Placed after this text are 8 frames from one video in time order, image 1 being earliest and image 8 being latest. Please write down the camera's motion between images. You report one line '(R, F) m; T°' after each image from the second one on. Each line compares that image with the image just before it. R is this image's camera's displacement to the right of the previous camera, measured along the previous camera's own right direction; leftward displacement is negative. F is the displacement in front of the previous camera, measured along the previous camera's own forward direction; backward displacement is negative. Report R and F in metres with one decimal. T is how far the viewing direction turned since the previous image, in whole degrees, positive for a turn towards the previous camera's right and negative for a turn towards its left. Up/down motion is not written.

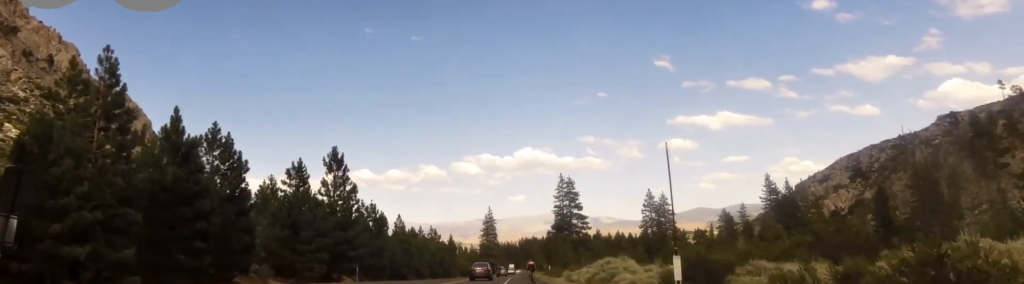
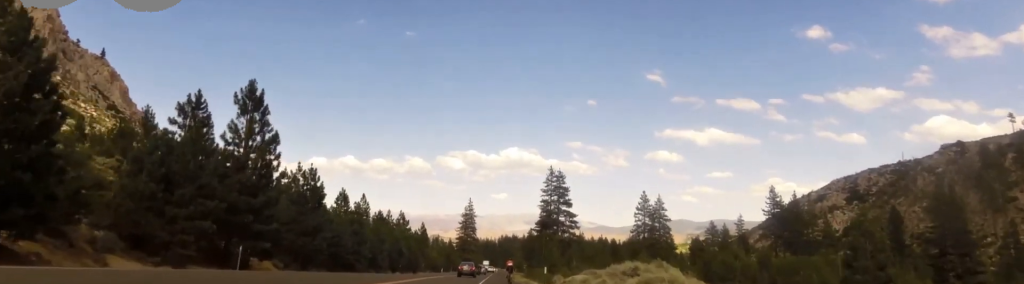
(-0.2, +19.0) m; 0°
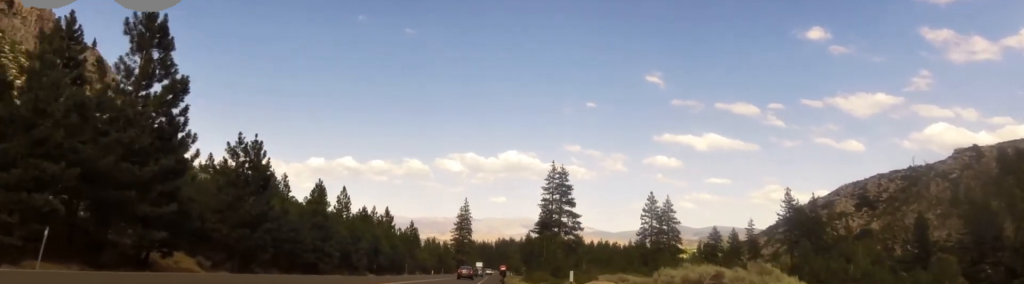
(0.0, +13.7) m; 0°
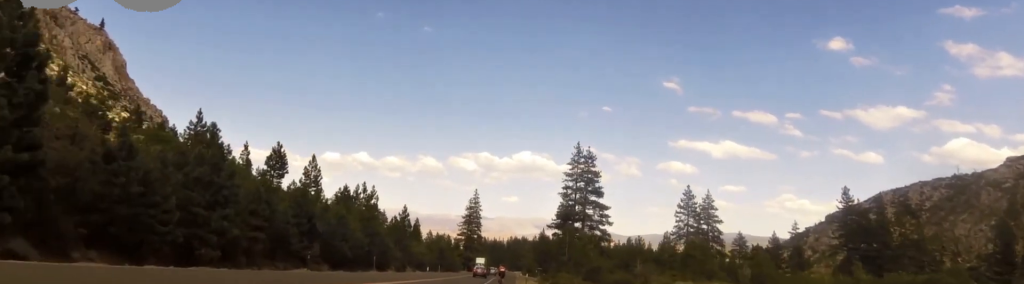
(+0.2, +26.5) m; 0°
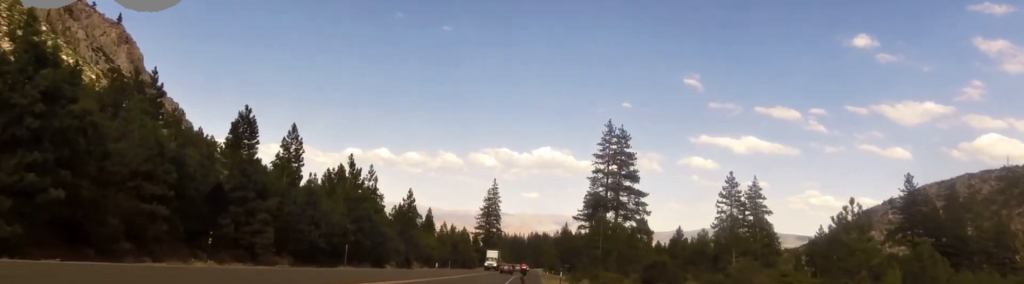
(0.0, +17.2) m; 0°
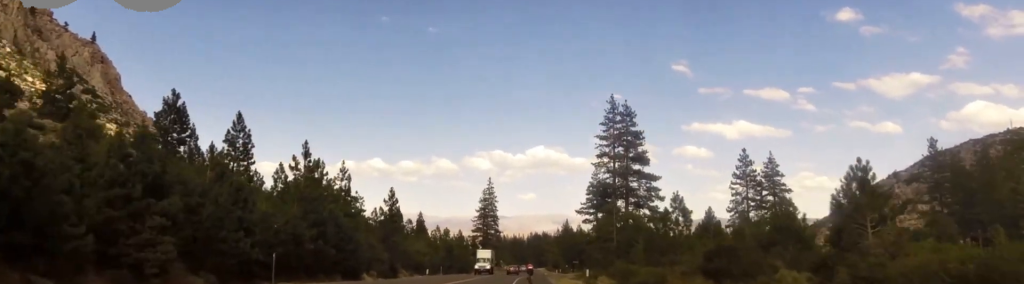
(0.0, +12.6) m; 0°
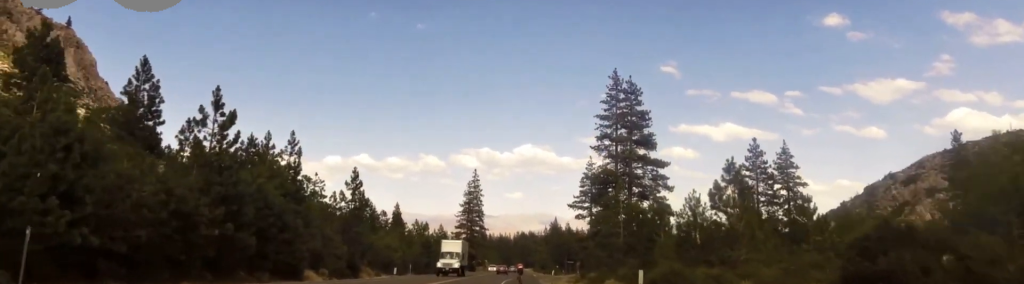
(0.0, +13.8) m; 0°
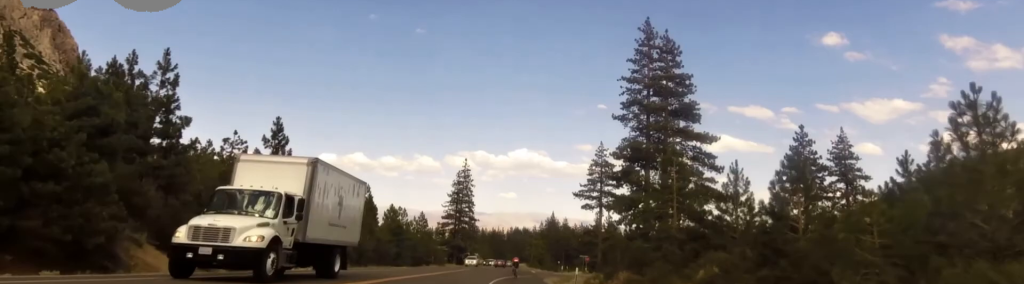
(0.0, +22.9) m; 0°
